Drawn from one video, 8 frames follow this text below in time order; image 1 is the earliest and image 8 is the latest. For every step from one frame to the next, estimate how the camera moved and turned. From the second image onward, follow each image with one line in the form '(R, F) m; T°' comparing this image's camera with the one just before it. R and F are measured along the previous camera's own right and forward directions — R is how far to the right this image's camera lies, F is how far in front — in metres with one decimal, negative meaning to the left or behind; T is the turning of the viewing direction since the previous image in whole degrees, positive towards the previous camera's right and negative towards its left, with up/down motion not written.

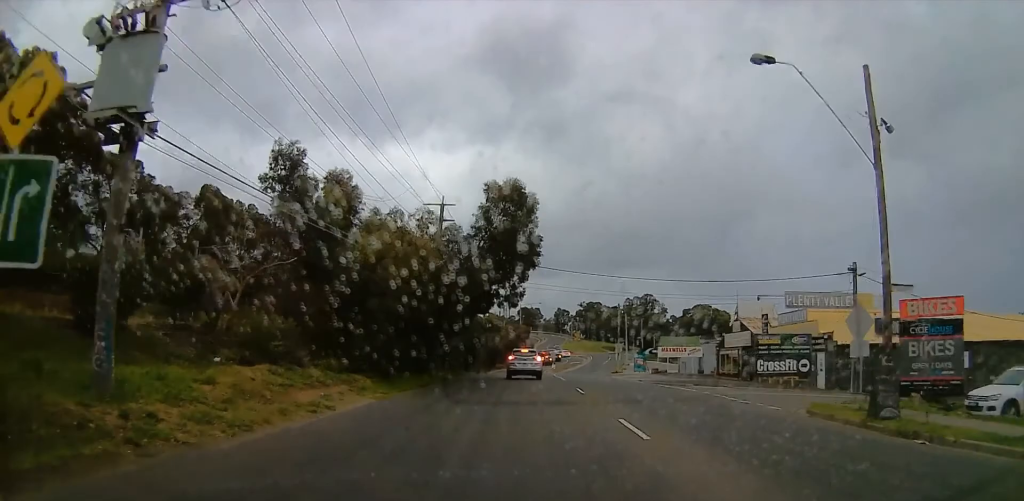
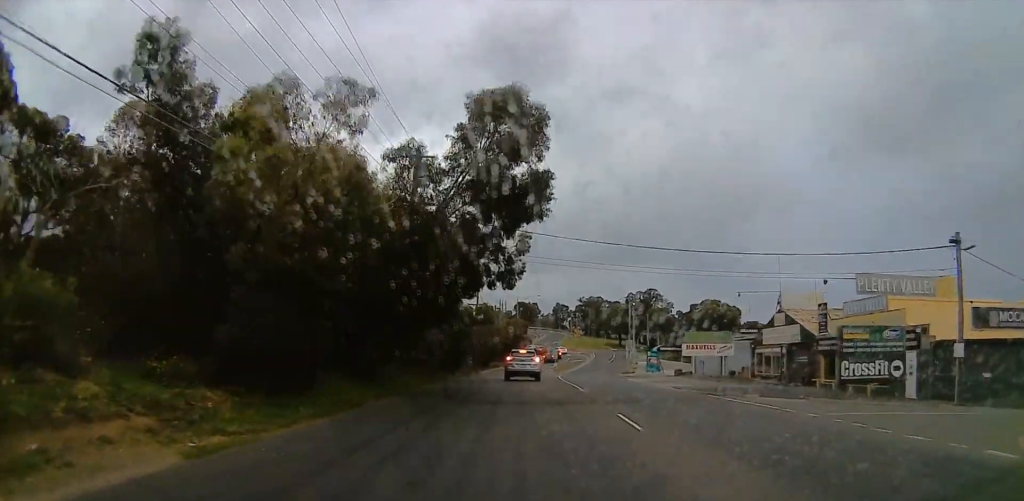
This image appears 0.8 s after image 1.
(0.0, +11.3) m; +2°
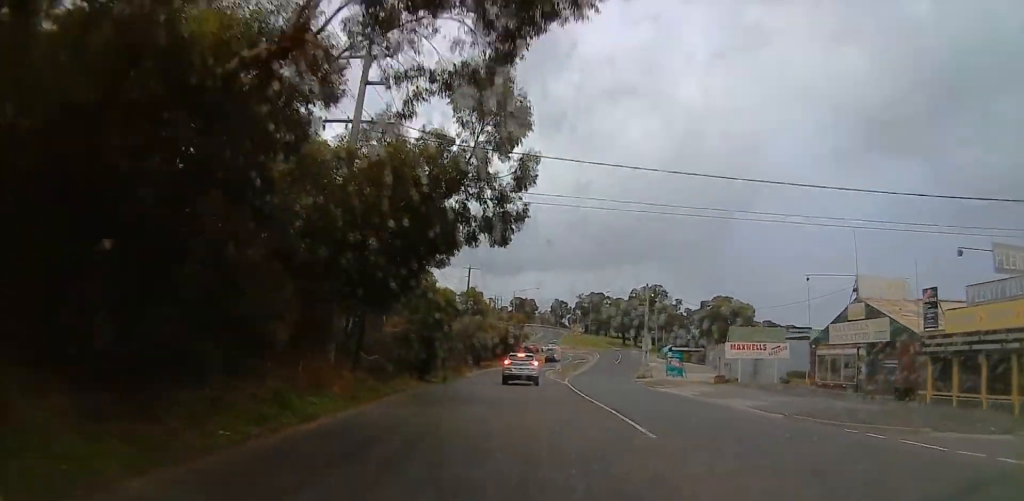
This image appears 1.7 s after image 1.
(+0.6, +12.3) m; +3°
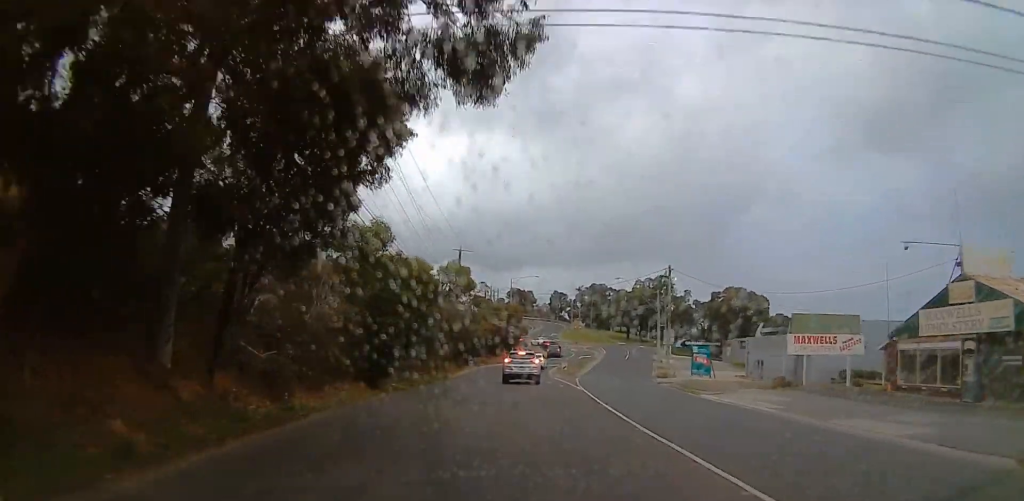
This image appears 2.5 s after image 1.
(+0.2, +10.2) m; 0°
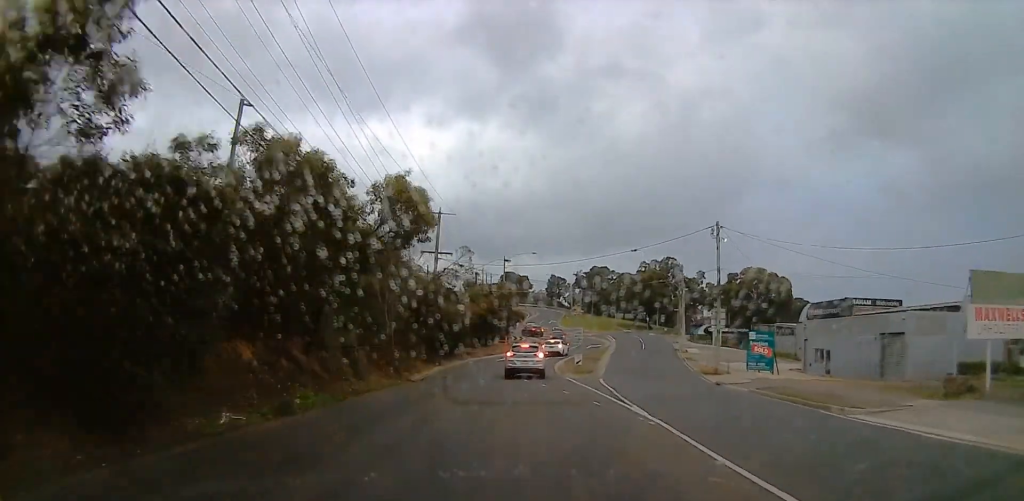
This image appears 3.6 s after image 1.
(-0.3, +14.7) m; -2°
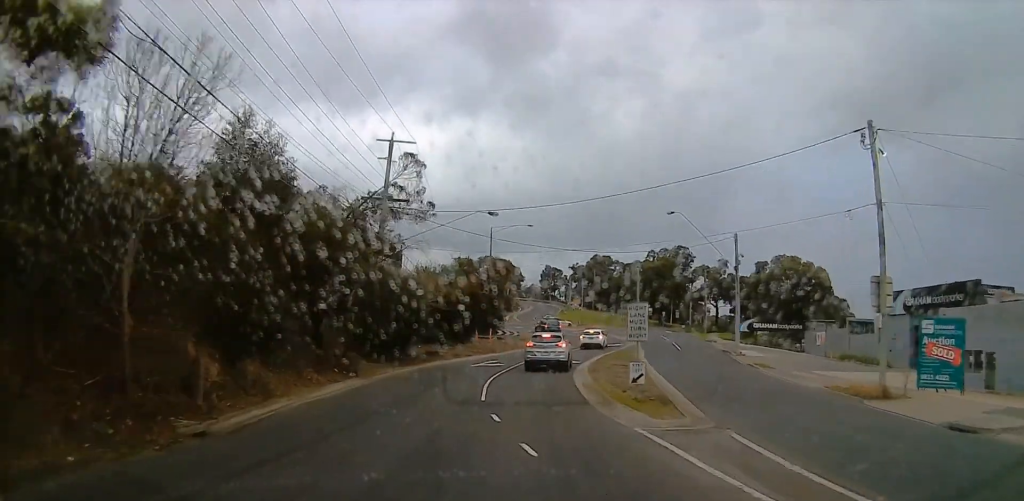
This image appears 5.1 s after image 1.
(-0.9, +20.2) m; 0°
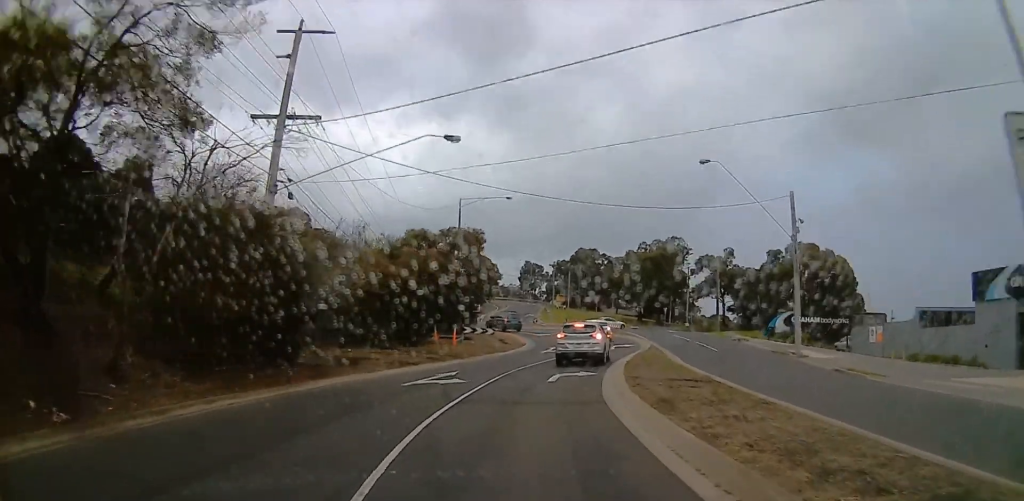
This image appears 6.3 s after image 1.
(+1.4, +14.5) m; +6°
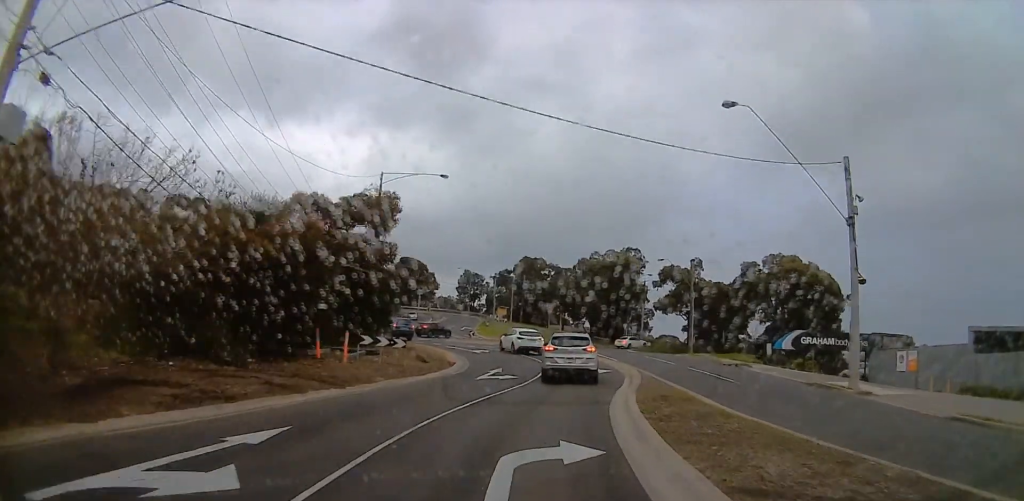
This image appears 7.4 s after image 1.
(-0.5, +12.4) m; -3°
